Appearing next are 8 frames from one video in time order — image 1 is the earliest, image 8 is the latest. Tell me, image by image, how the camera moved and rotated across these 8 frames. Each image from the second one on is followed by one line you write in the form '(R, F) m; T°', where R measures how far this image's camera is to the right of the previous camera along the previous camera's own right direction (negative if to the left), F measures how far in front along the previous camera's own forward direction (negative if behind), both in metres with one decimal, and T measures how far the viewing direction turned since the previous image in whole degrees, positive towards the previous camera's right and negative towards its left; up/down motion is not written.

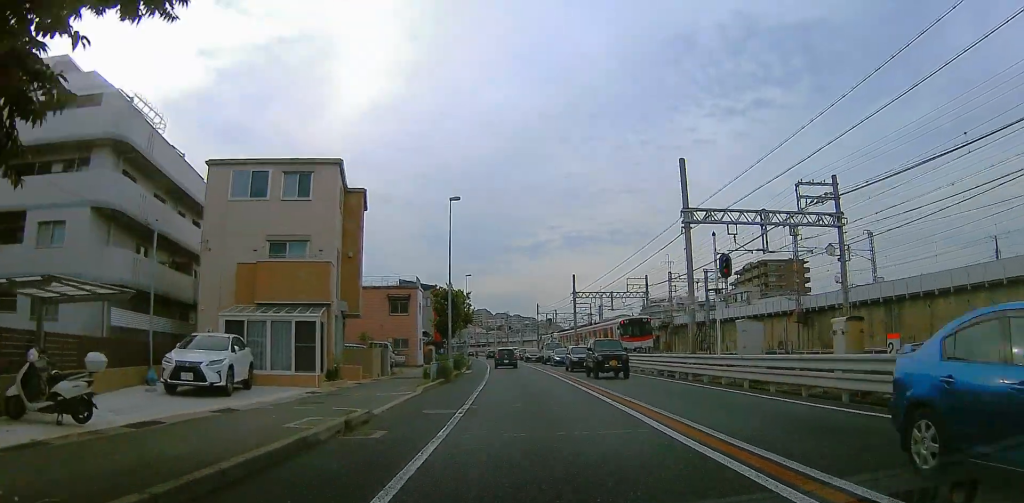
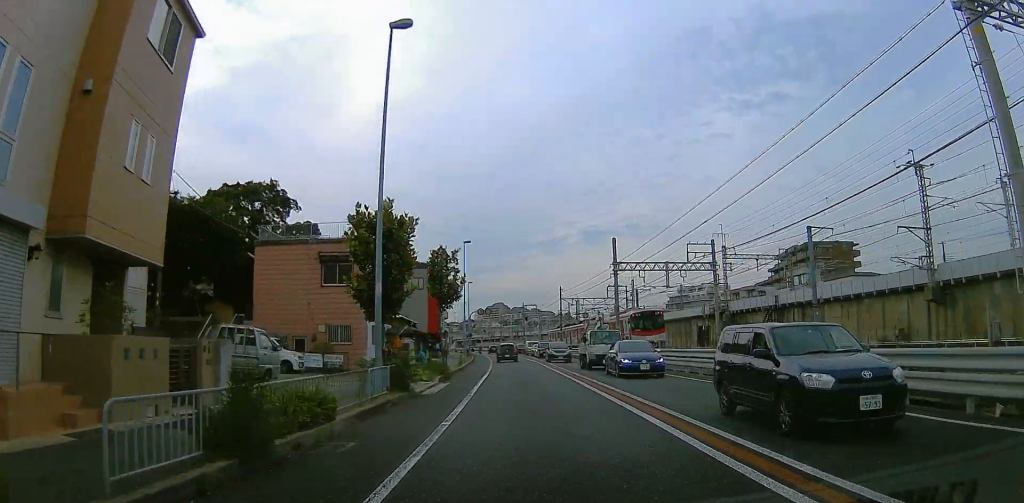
(+0.2, +20.3) m; -2°
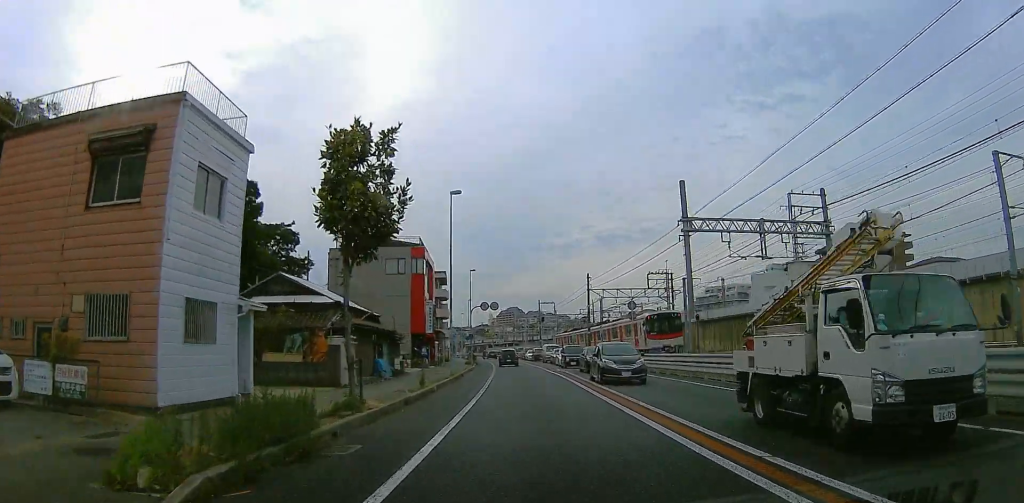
(-1.1, +18.0) m; -3°
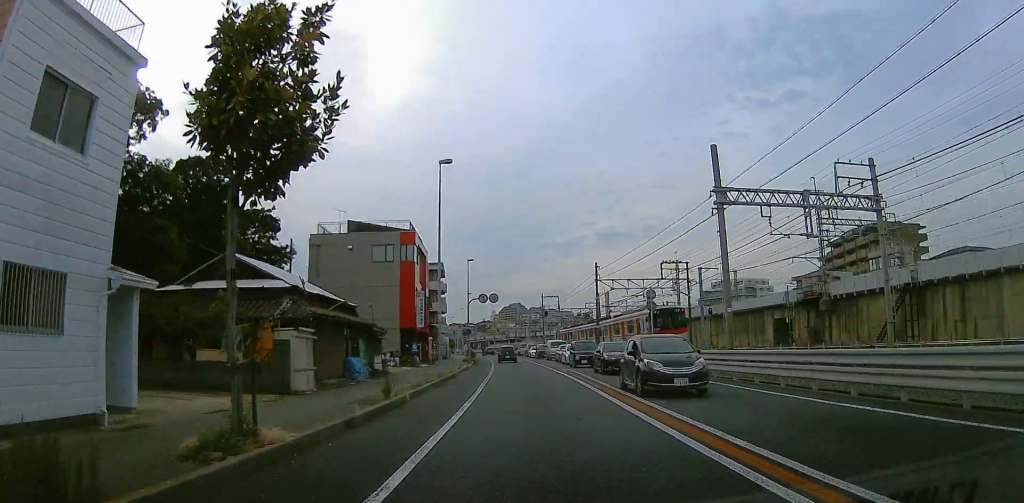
(0.0, +5.2) m; 0°
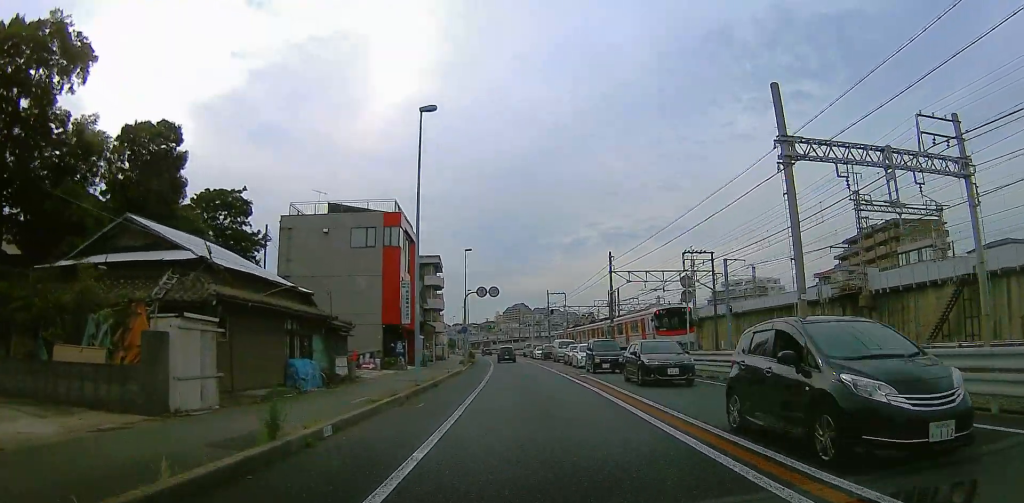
(0.0, +6.5) m; 0°
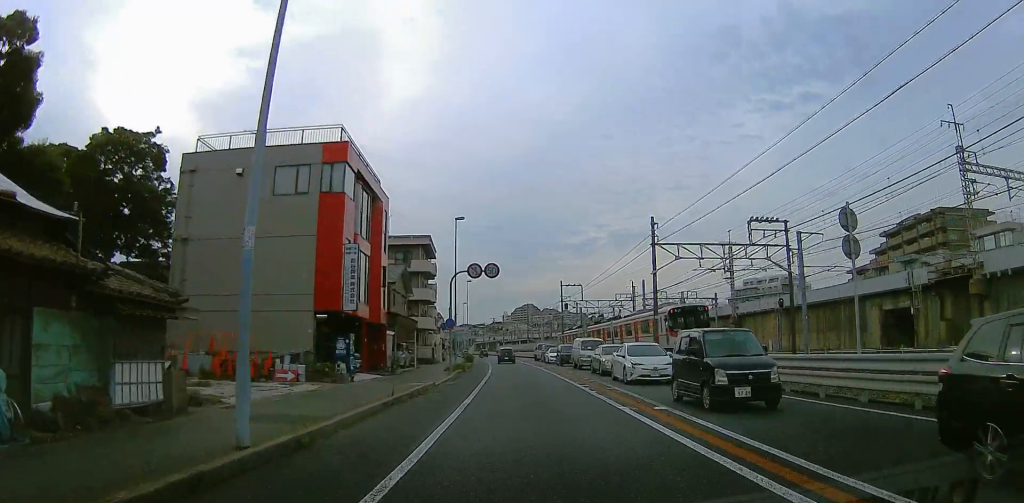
(0.0, +13.1) m; 0°
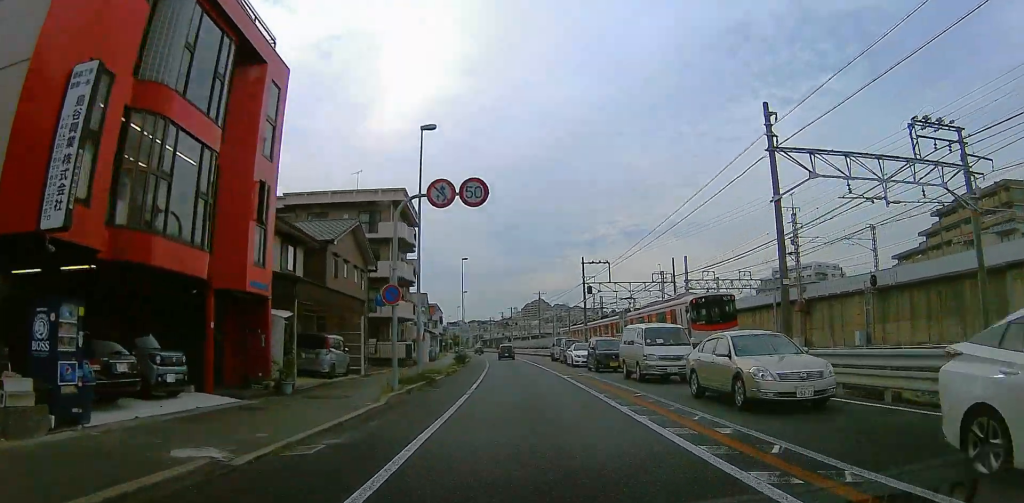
(0.0, +16.1) m; -1°
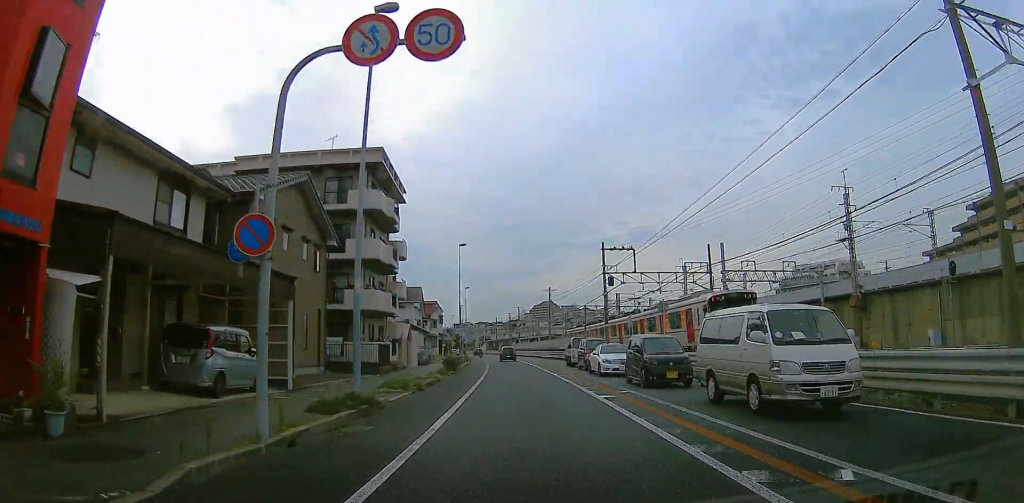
(+0.1, +9.2) m; -3°
